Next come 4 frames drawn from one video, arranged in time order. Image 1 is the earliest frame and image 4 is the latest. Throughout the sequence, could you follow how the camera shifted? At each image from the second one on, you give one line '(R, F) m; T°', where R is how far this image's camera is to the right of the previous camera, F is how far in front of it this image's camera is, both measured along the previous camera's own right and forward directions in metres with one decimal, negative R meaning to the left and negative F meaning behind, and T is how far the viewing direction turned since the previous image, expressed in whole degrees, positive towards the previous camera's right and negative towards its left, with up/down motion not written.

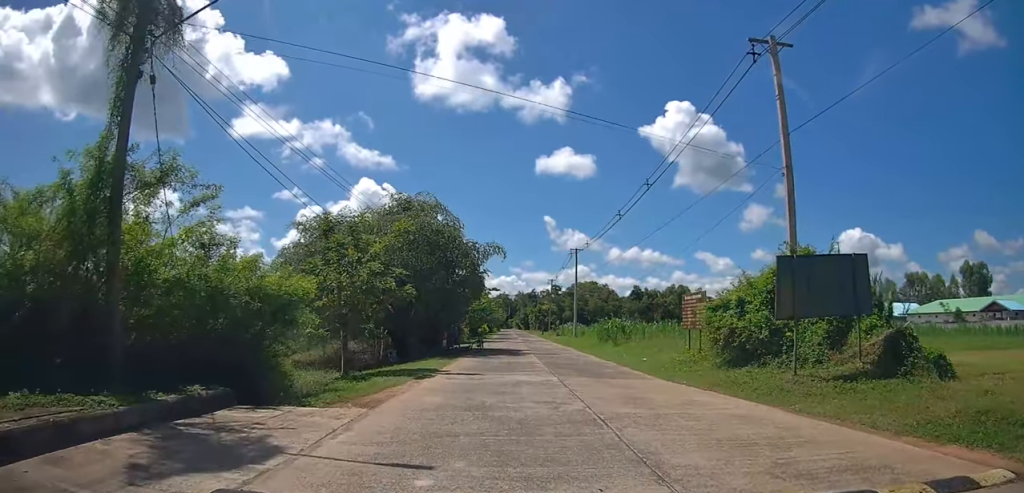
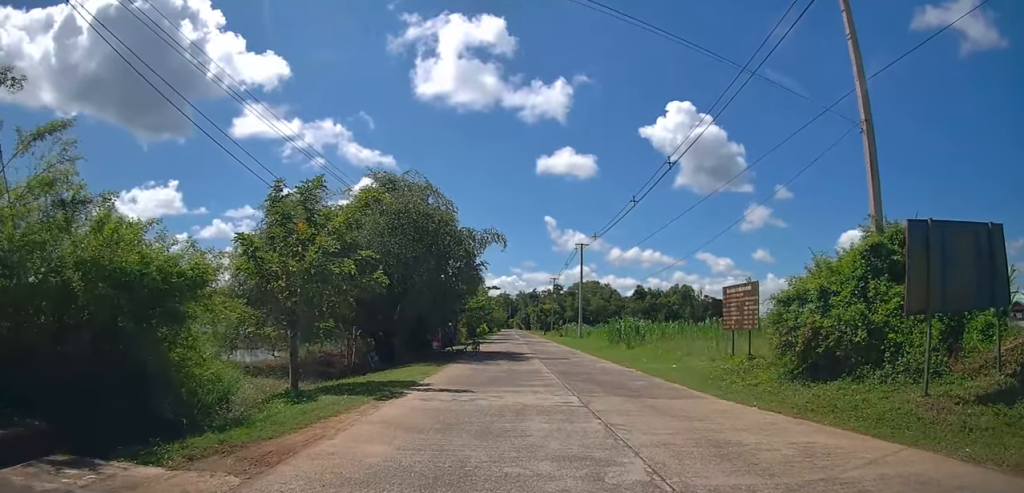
(0.0, +6.4) m; 0°
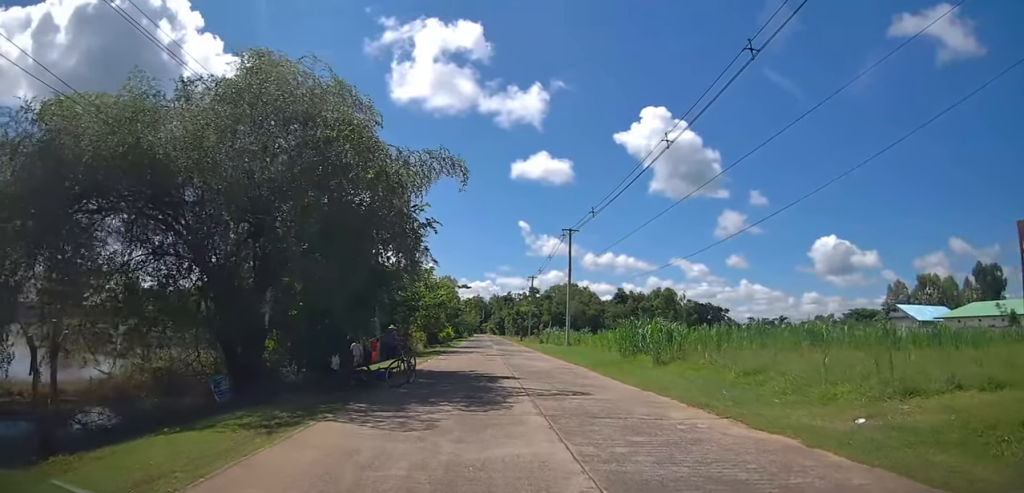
(+0.1, +10.1) m; +5°
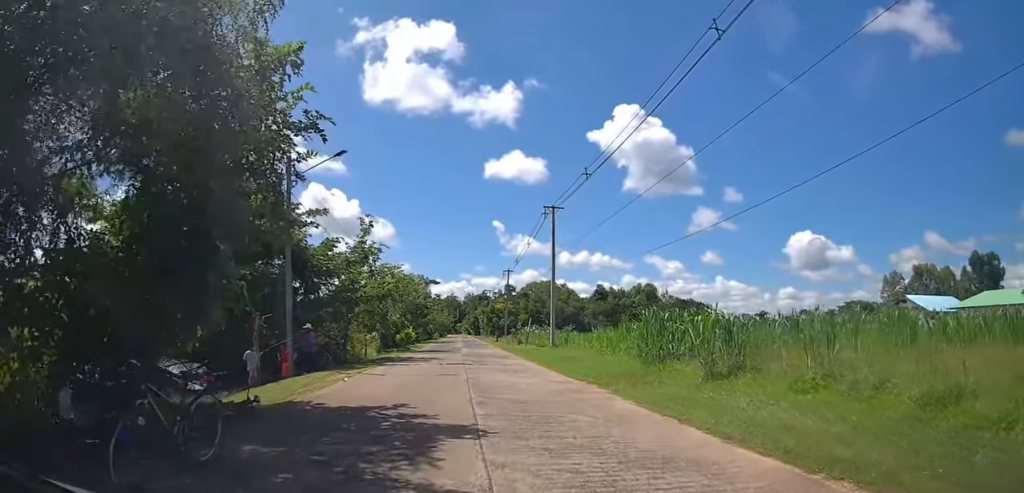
(0.0, +7.4) m; +1°
